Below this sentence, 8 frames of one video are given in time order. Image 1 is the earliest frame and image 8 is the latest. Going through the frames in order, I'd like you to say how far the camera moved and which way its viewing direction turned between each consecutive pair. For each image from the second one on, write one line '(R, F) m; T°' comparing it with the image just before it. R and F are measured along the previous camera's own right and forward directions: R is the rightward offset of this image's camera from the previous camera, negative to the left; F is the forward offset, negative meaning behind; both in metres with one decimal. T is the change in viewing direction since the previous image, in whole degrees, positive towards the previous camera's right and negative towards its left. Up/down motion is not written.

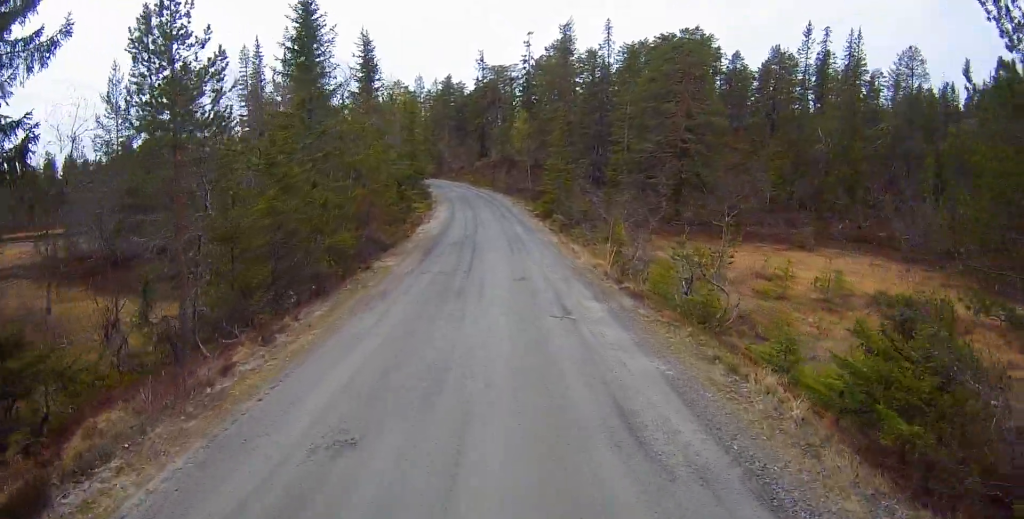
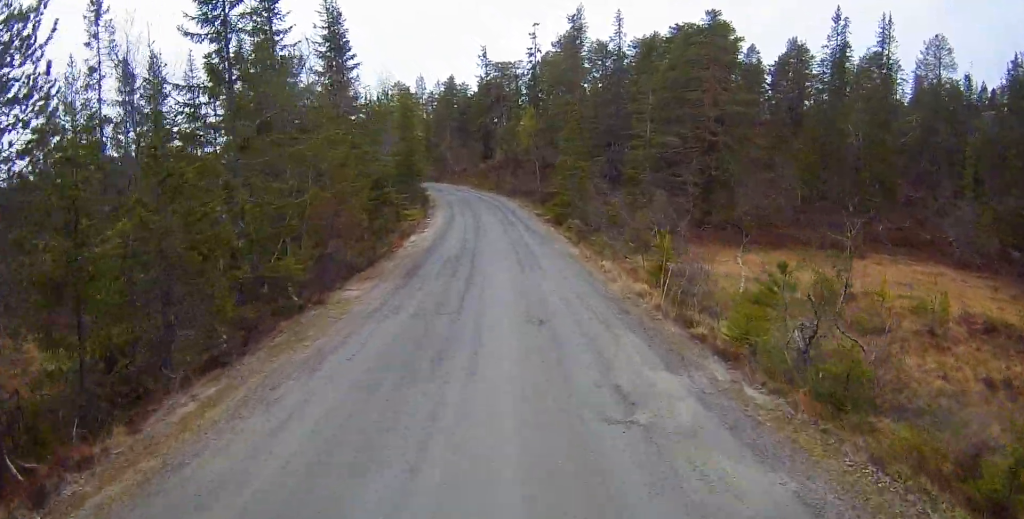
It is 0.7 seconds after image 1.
(+0.1, +5.2) m; 0°
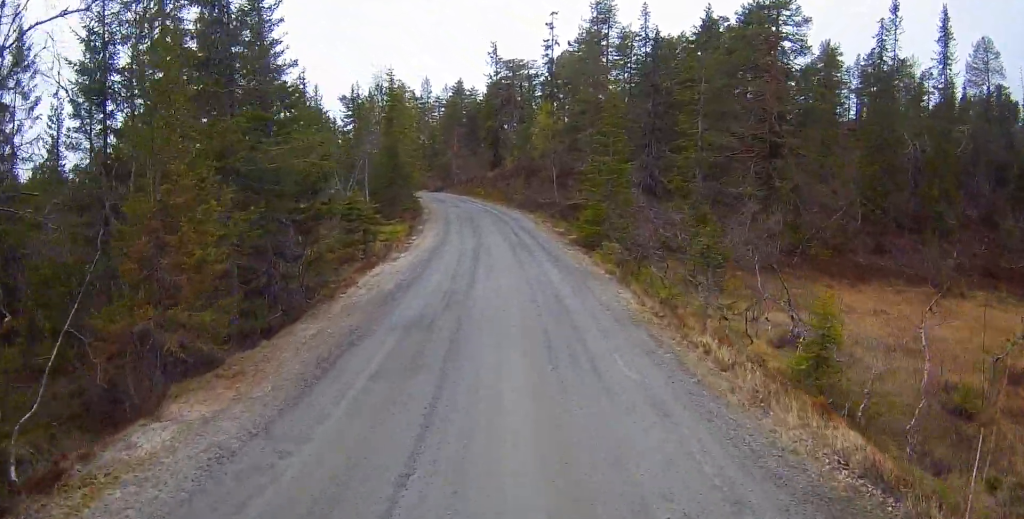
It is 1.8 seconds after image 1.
(-0.2, +8.0) m; -1°
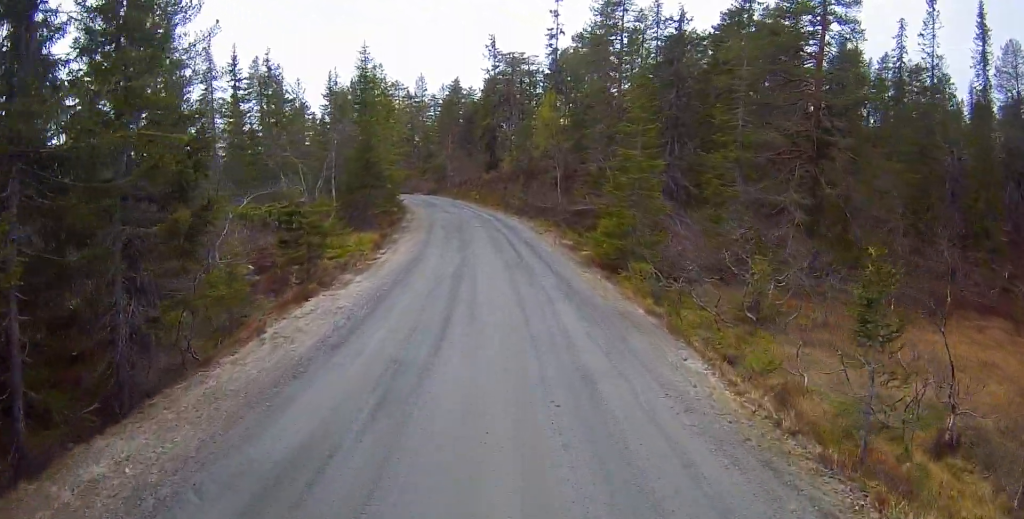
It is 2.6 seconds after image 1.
(0.0, +5.6) m; +1°
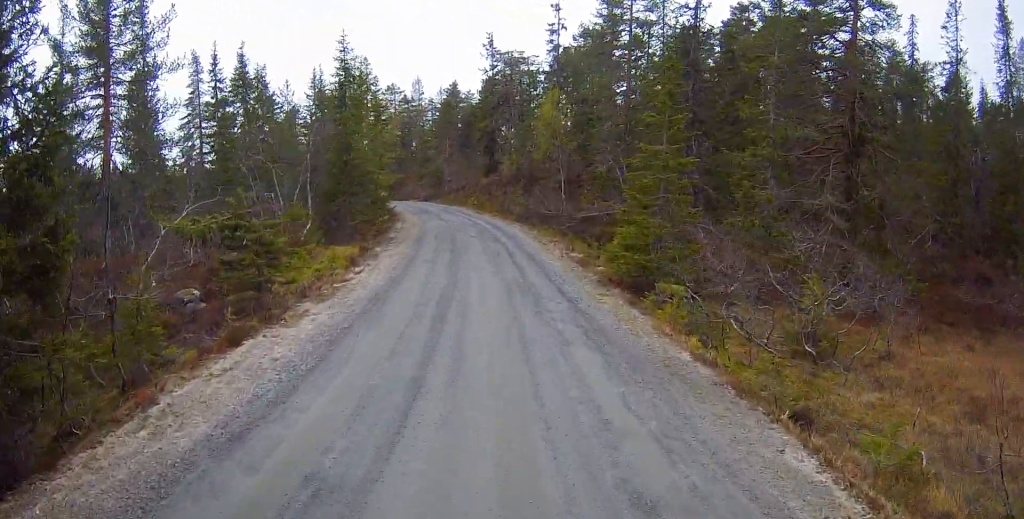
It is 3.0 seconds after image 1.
(+0.1, +3.3) m; 0°
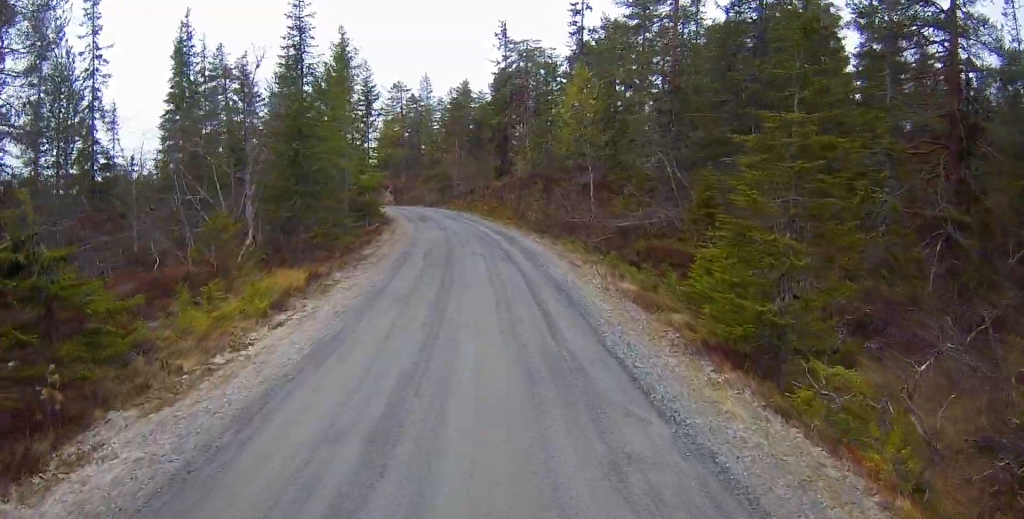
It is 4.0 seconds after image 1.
(0.0, +6.8) m; -1°
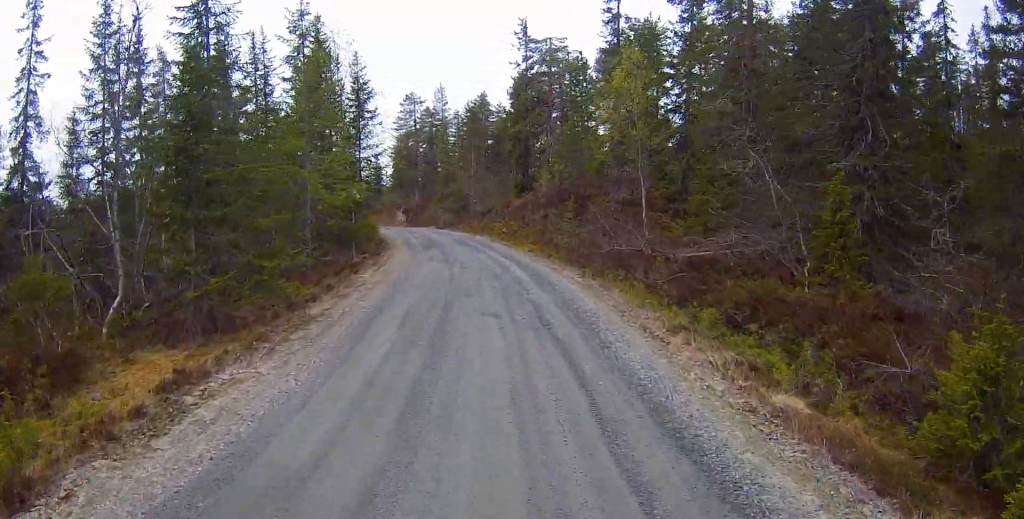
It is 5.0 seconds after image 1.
(-0.2, +7.1) m; -2°
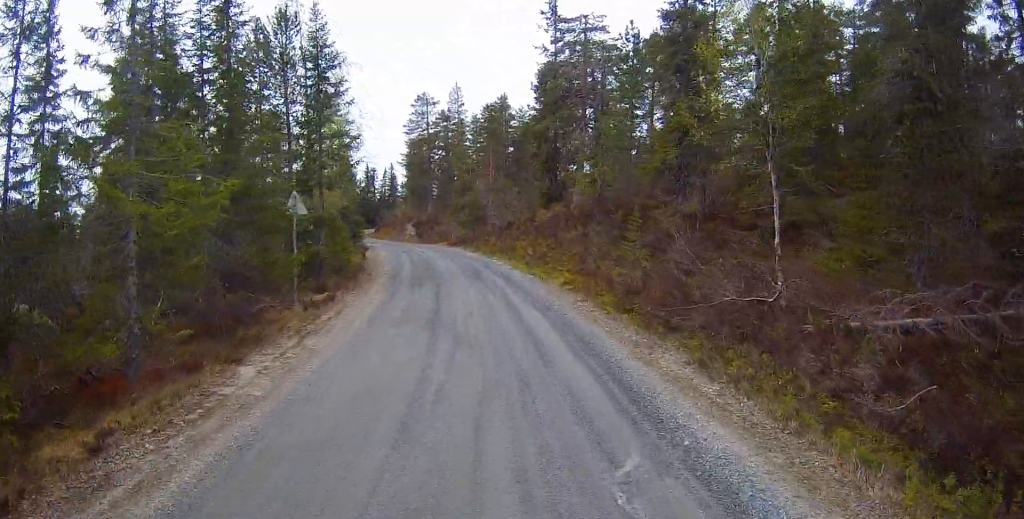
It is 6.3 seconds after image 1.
(0.0, +9.5) m; -2°
